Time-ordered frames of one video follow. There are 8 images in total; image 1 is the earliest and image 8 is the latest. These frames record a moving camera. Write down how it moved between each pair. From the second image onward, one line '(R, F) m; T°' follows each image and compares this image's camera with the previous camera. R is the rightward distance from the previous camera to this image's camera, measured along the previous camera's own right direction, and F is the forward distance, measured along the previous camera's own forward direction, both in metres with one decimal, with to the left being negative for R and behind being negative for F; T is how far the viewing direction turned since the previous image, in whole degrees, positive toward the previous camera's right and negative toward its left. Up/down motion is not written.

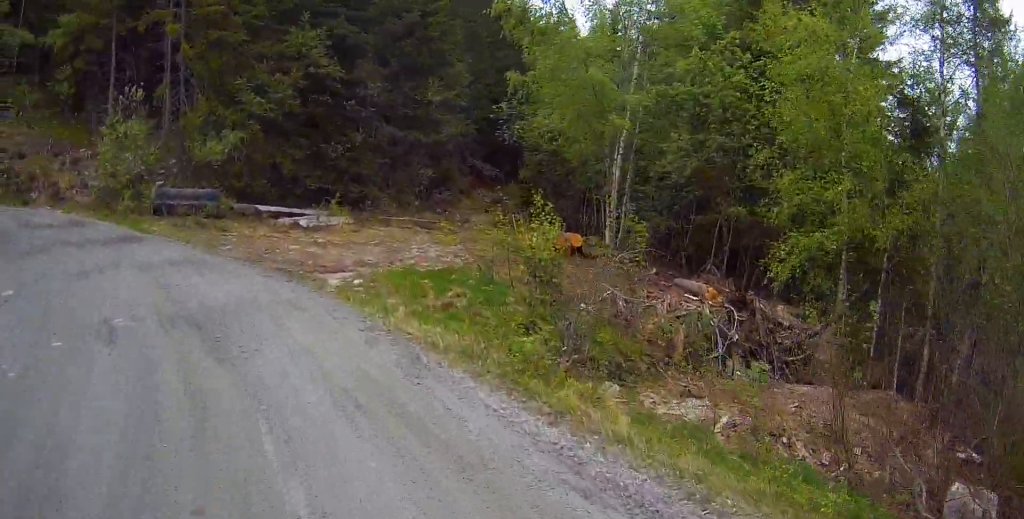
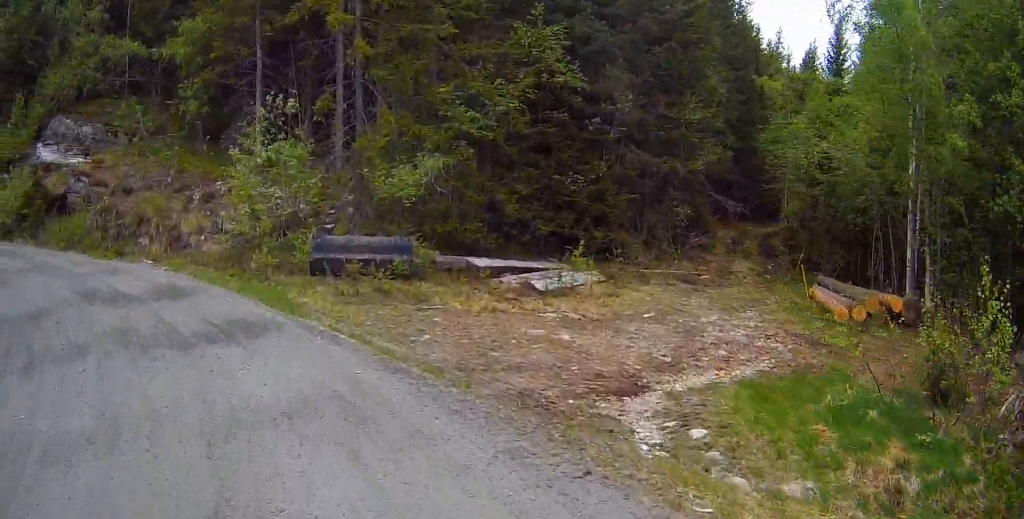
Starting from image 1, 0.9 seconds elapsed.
(-0.6, +5.7) m; -19°
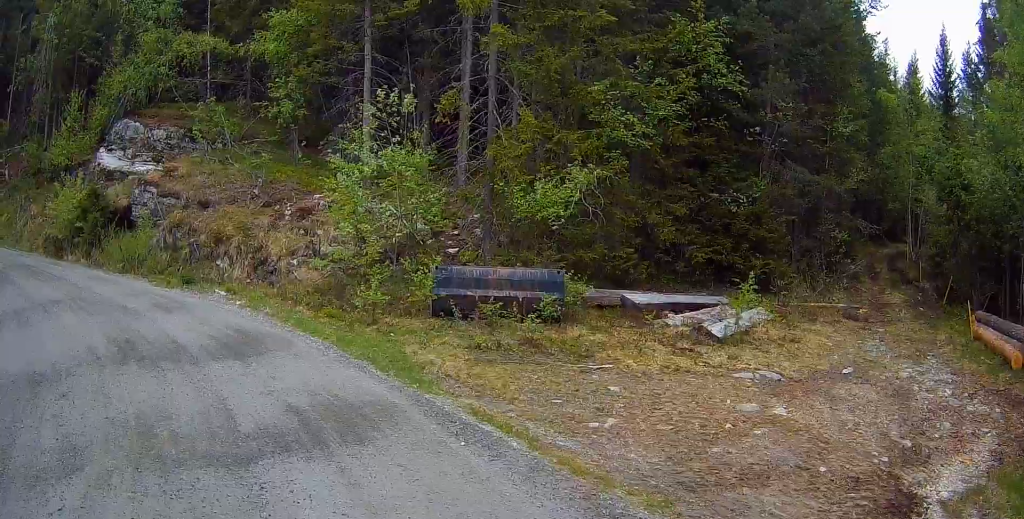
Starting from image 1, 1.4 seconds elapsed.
(-0.1, +2.7) m; -10°
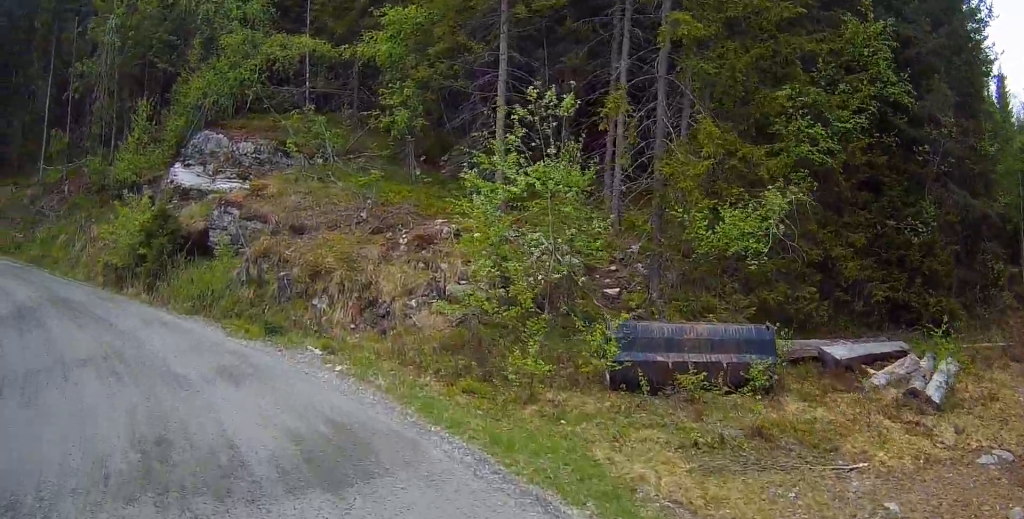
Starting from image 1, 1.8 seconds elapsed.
(-0.7, +2.7) m; -9°
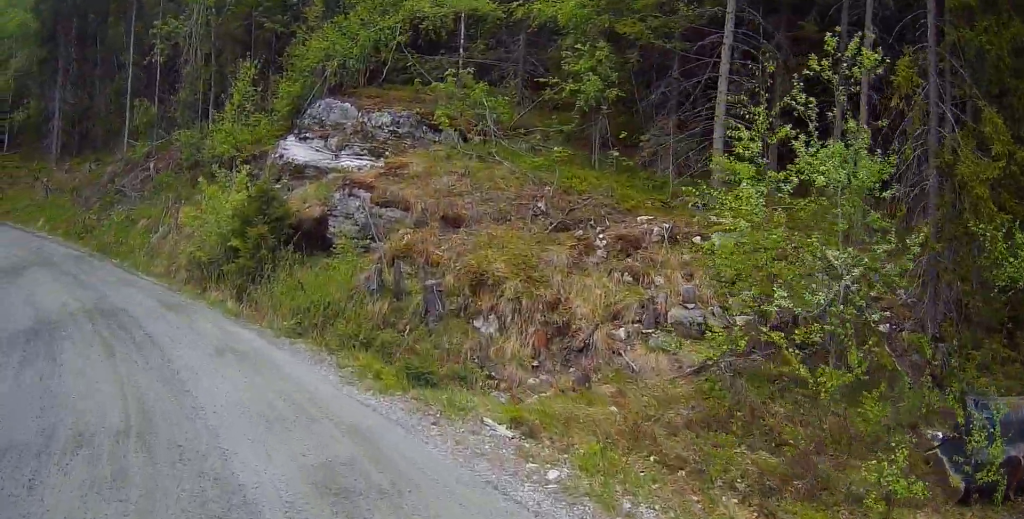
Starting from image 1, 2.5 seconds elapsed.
(-0.4, +3.7) m; -9°
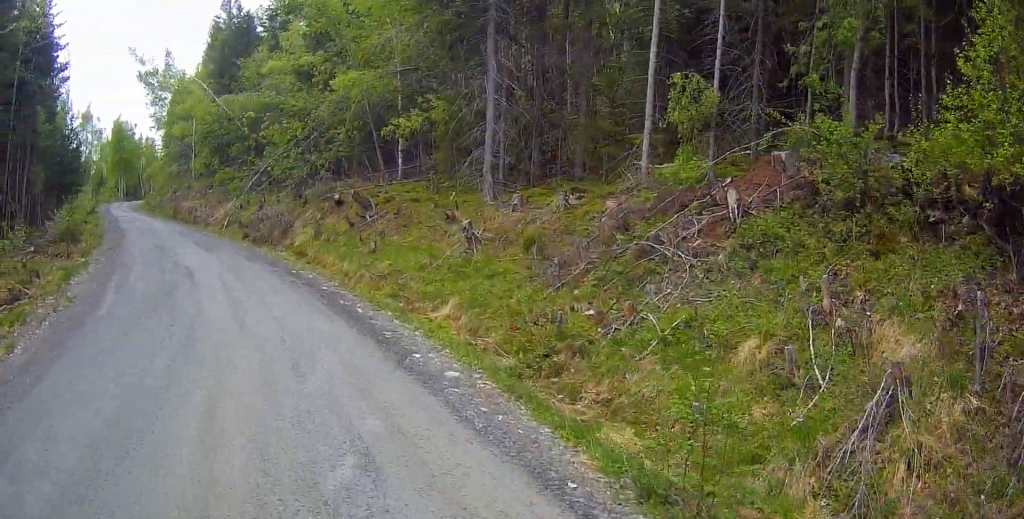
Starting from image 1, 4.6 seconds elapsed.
(-2.5, +12.4) m; -28°
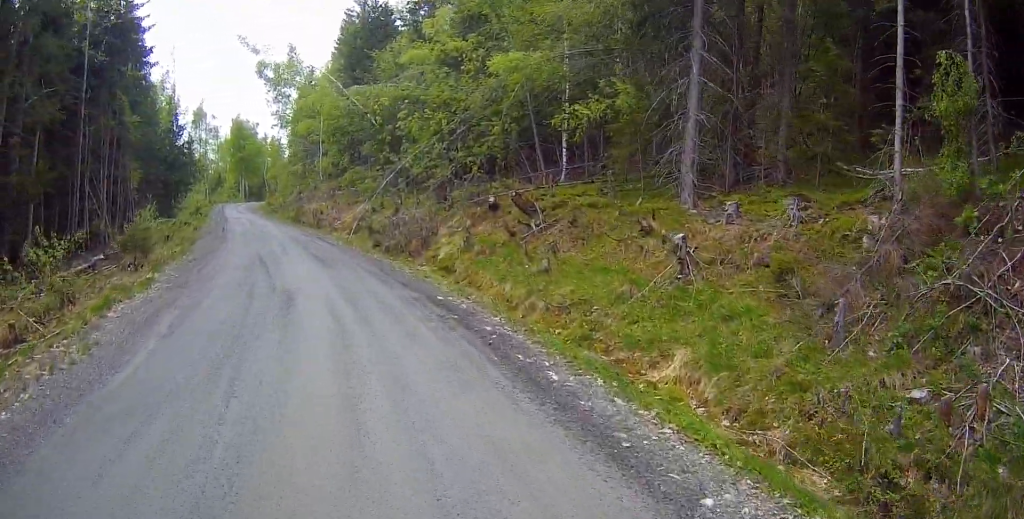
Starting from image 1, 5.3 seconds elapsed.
(-0.4, +4.0) m; -9°
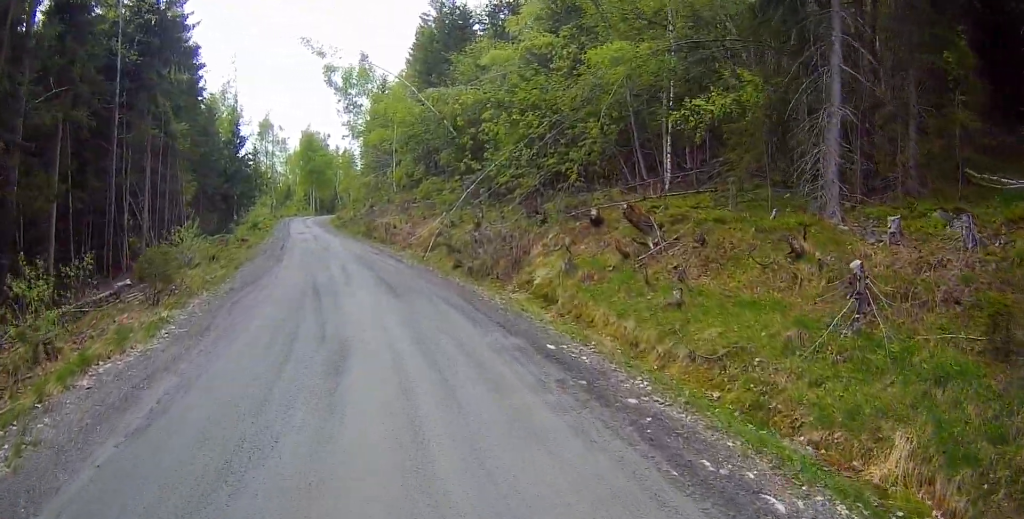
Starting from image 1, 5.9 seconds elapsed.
(-0.1, +2.7) m; -6°
